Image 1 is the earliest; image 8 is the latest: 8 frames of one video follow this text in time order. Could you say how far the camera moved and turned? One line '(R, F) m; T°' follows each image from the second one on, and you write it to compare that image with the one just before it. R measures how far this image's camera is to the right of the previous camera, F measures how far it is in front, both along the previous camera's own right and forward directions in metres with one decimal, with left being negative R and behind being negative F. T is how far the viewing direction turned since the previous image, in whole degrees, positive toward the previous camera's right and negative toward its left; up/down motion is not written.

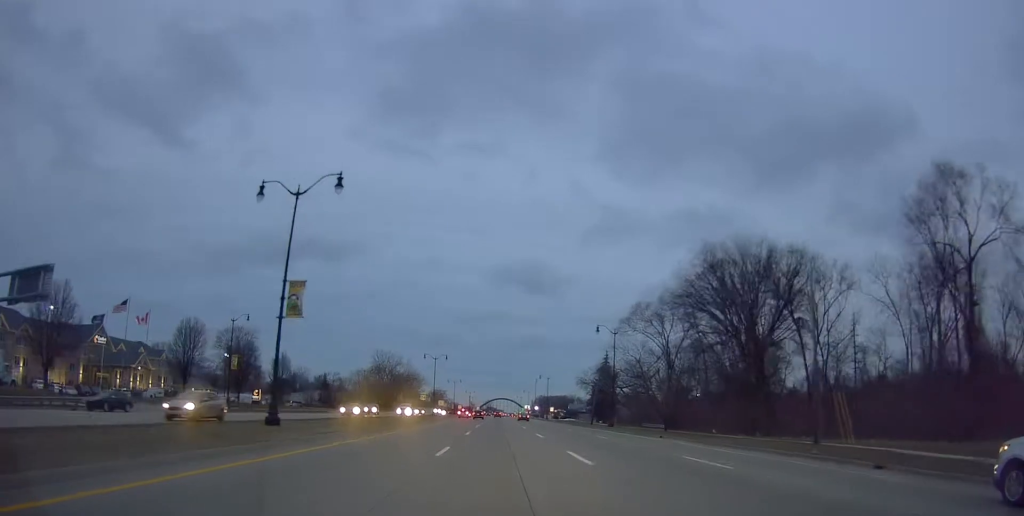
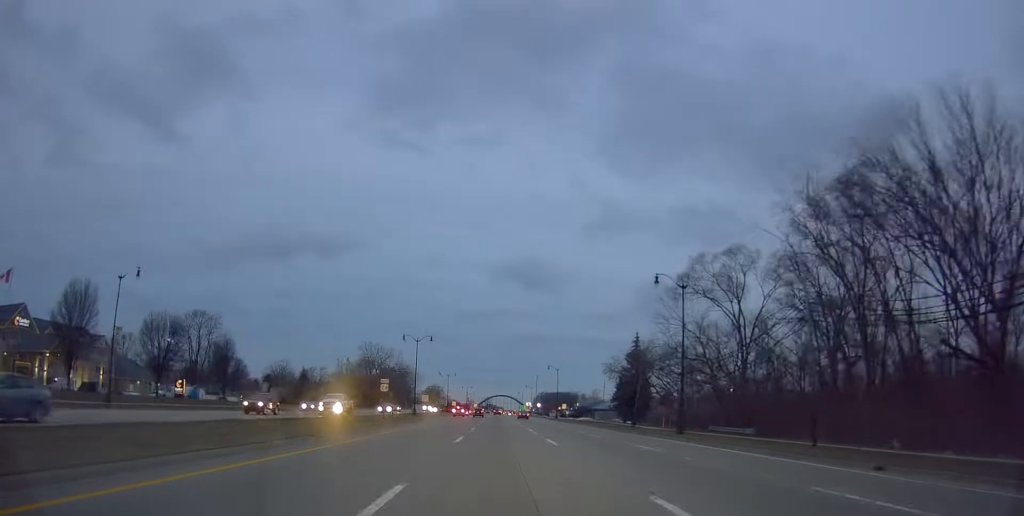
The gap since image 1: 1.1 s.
(-0.5, +23.2) m; -1°
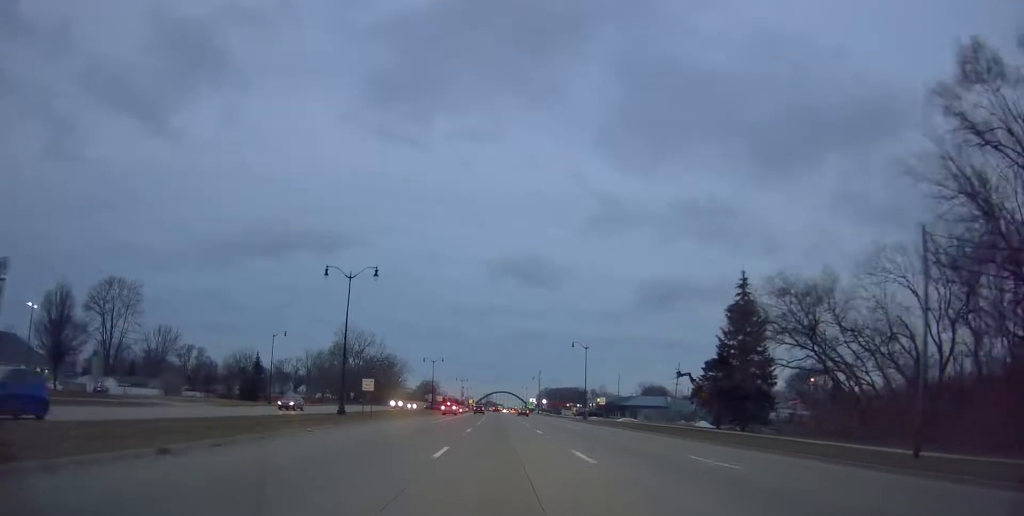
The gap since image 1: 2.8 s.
(+0.8, +37.6) m; +1°
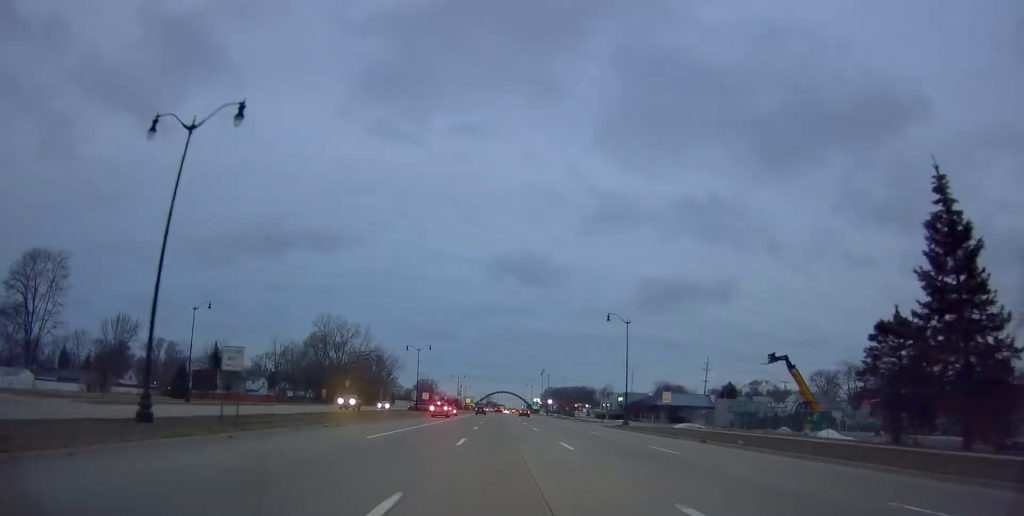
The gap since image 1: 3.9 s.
(-0.5, +25.0) m; -2°
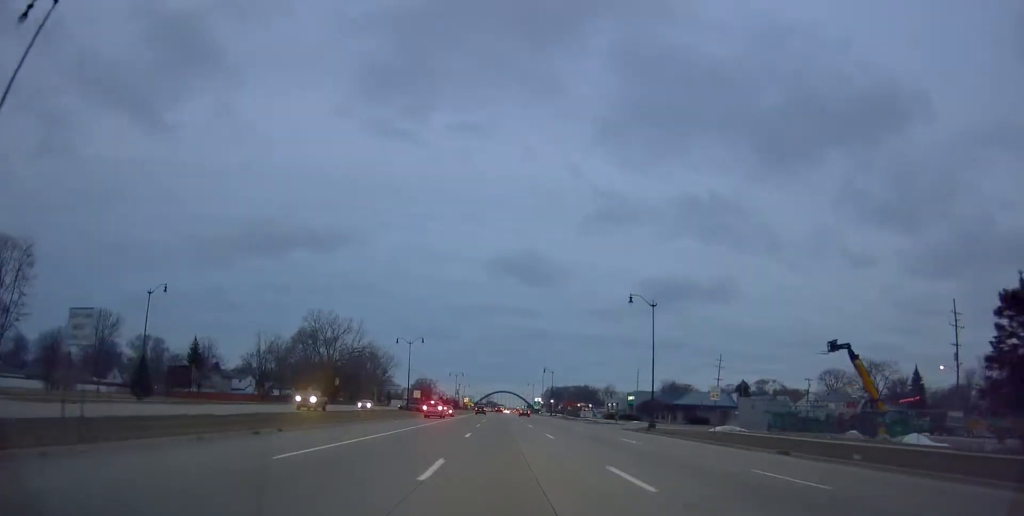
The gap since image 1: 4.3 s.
(-0.2, +9.4) m; 0°
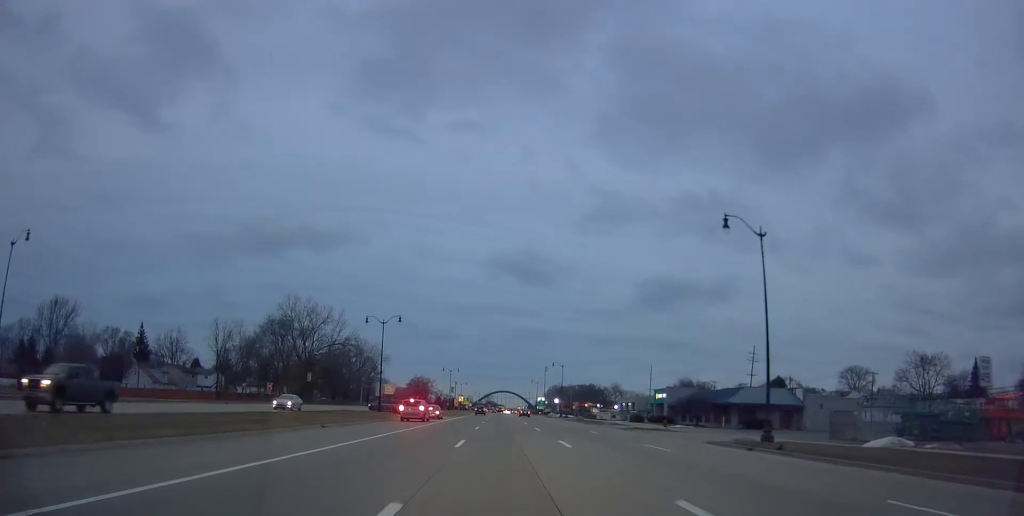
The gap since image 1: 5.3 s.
(-0.1, +20.6) m; +1°
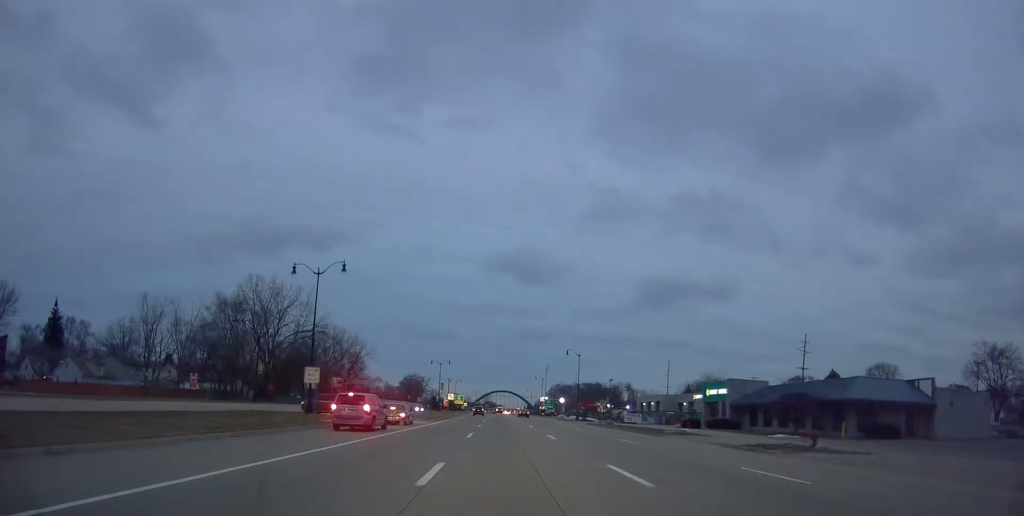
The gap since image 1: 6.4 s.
(+0.6, +24.6) m; +2°
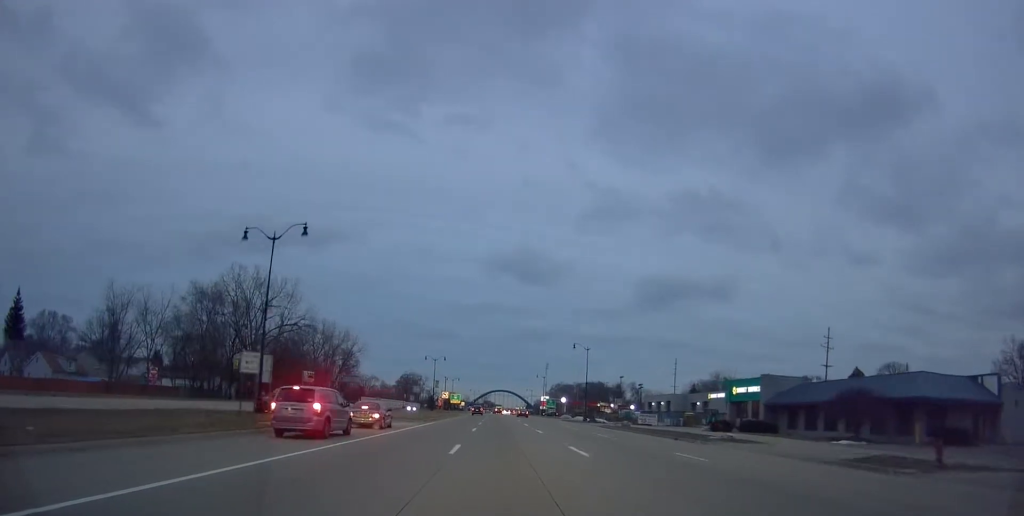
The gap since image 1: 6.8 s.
(+0.1, +9.0) m; 0°
